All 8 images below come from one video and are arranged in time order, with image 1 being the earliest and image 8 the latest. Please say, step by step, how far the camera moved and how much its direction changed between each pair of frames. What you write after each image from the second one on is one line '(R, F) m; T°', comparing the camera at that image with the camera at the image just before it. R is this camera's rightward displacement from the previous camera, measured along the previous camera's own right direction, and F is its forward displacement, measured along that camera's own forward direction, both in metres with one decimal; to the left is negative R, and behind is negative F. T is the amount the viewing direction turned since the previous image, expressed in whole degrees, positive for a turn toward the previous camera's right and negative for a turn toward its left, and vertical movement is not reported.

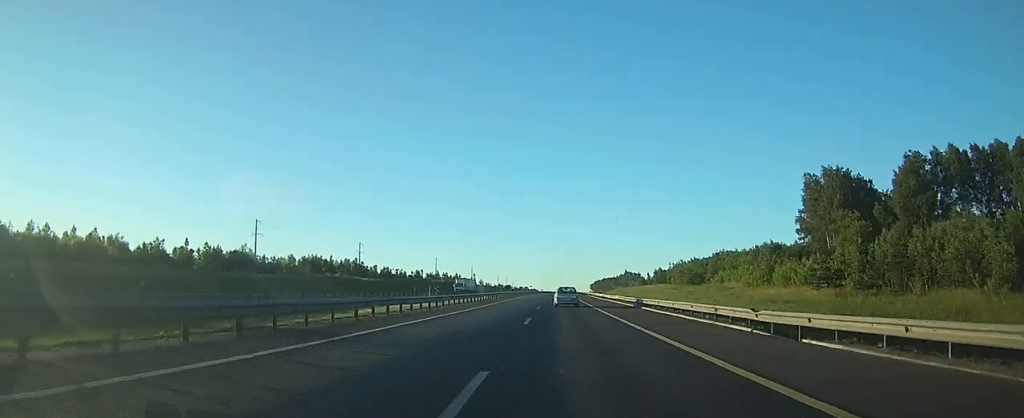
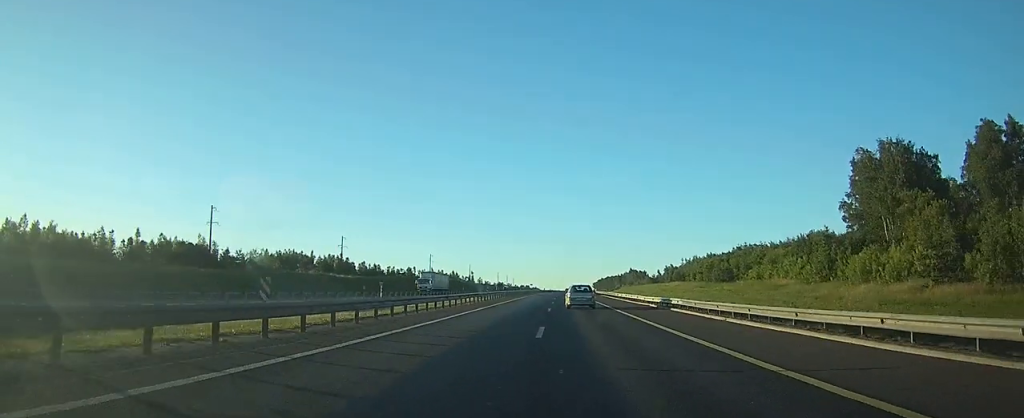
(-0.1, +21.9) m; 0°
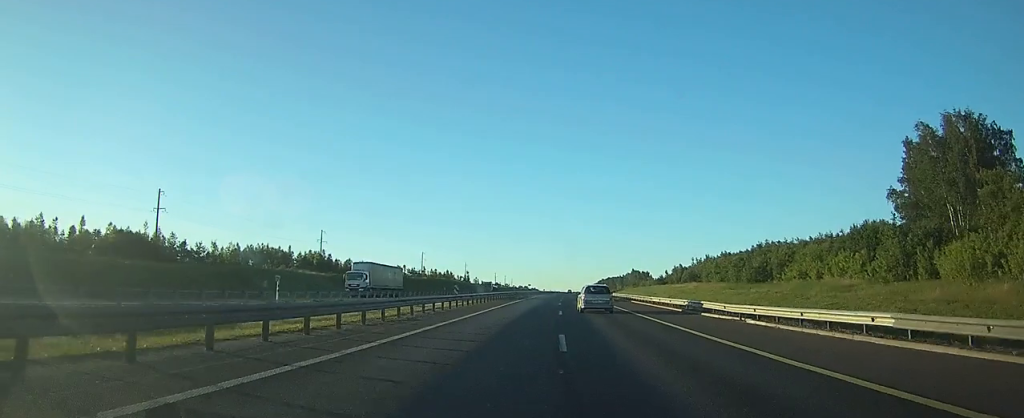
(0.0, +19.1) m; 0°
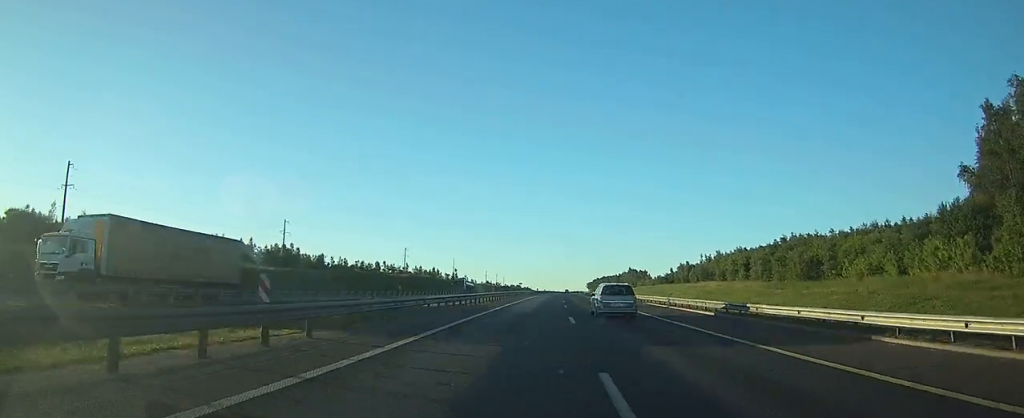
(0.0, +22.8) m; 0°
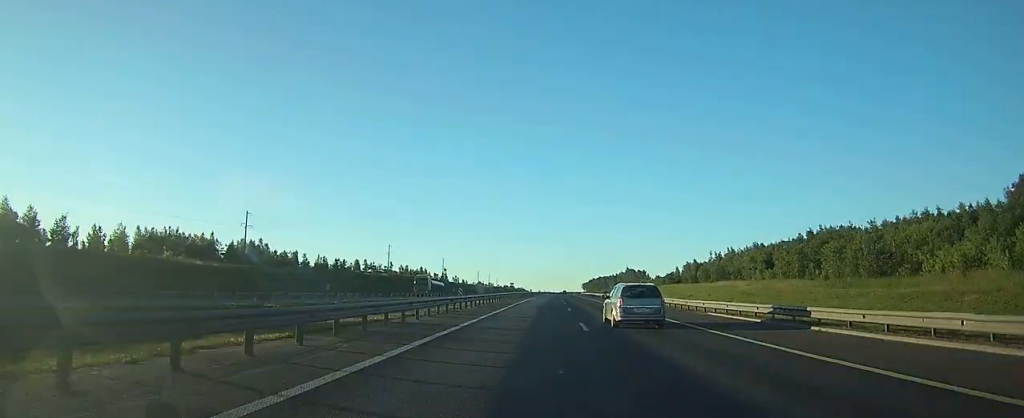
(0.0, +19.0) m; 0°
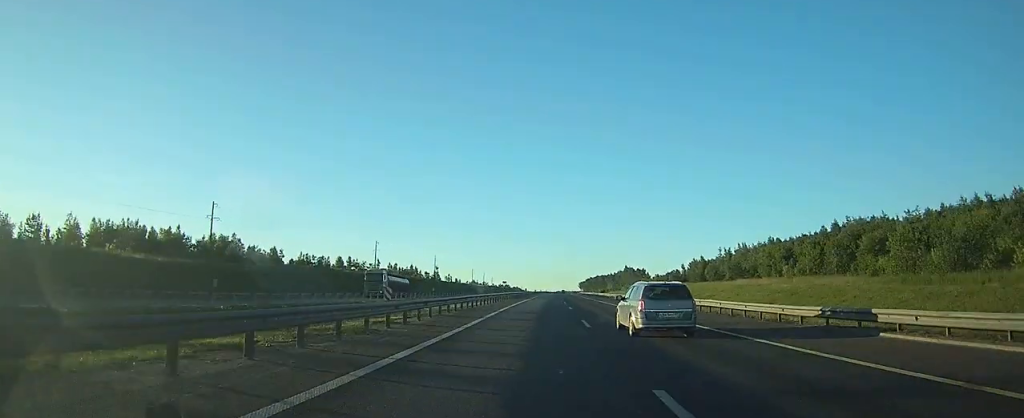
(0.0, +14.2) m; 0°
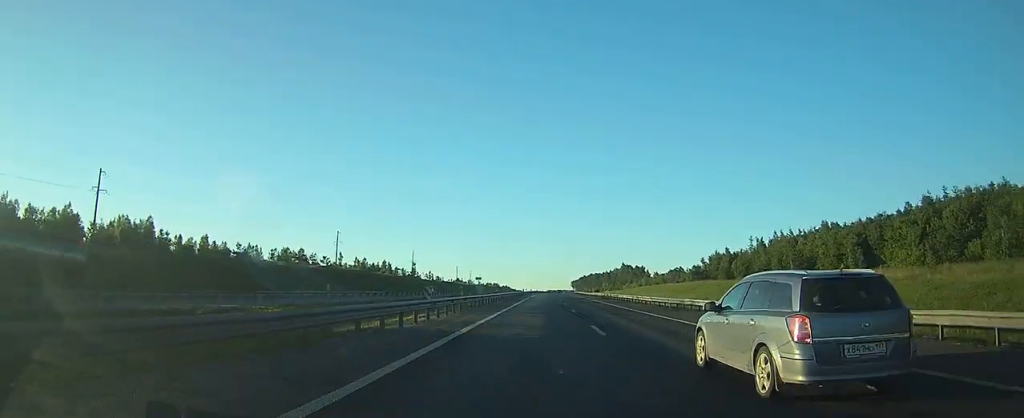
(+0.2, +35.0) m; +1°
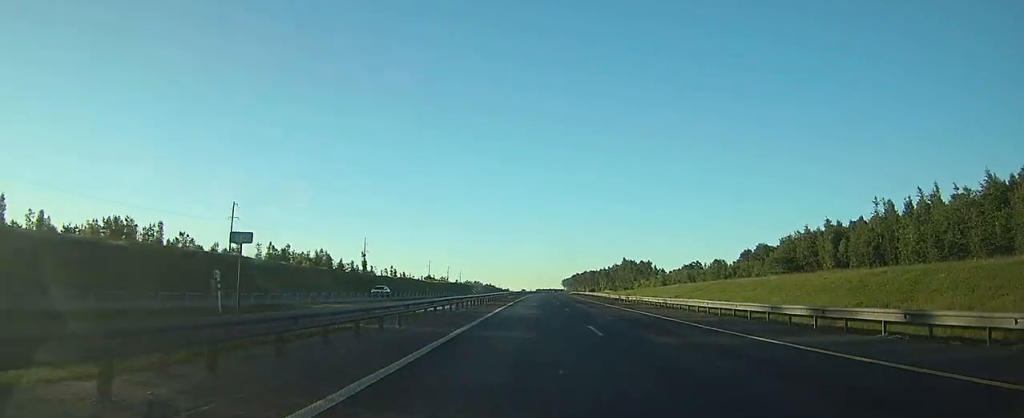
(+1.0, +63.3) m; +1°
